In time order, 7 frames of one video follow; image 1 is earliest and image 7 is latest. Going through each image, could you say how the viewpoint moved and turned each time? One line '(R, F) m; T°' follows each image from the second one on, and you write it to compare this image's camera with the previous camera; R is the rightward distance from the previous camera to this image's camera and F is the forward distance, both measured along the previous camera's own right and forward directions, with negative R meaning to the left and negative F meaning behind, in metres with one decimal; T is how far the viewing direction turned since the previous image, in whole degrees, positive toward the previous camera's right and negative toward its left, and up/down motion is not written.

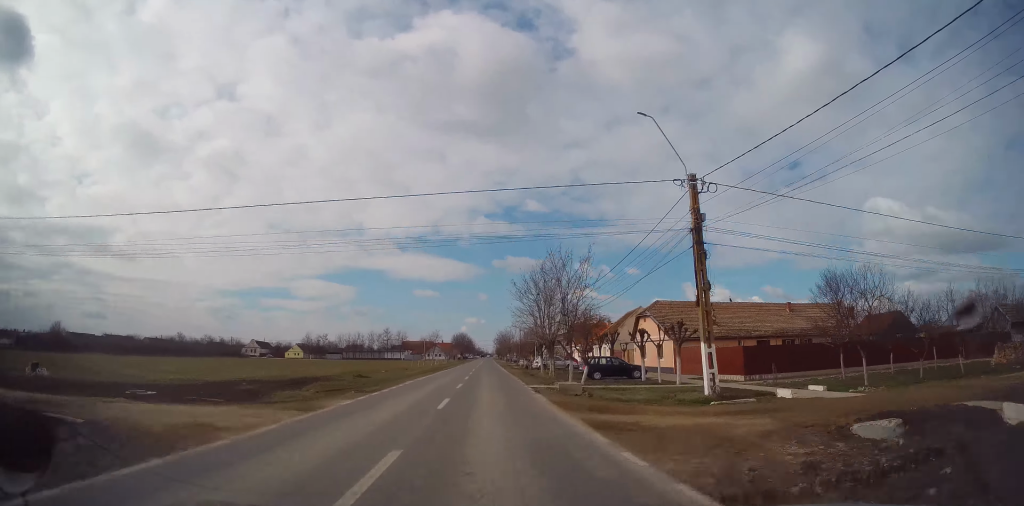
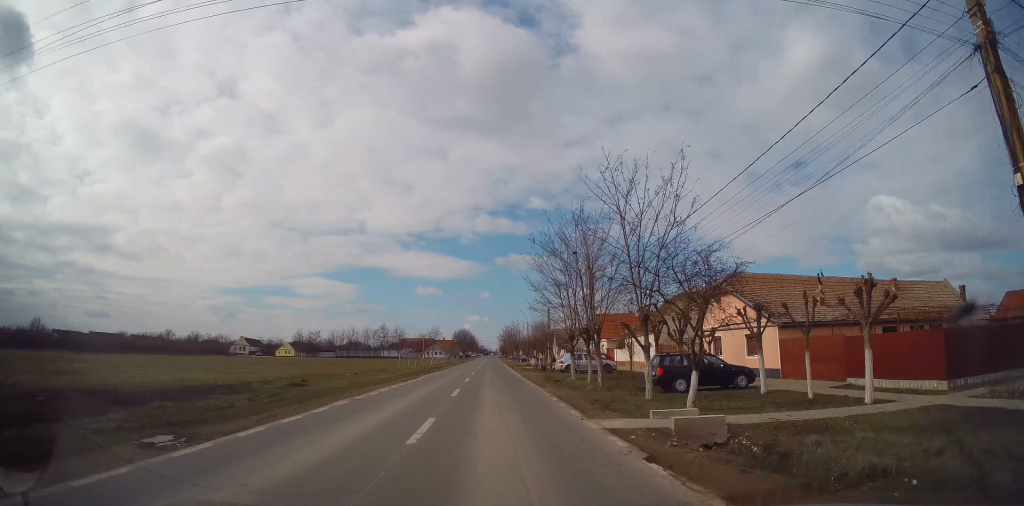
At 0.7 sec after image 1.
(0.0, +14.2) m; 0°
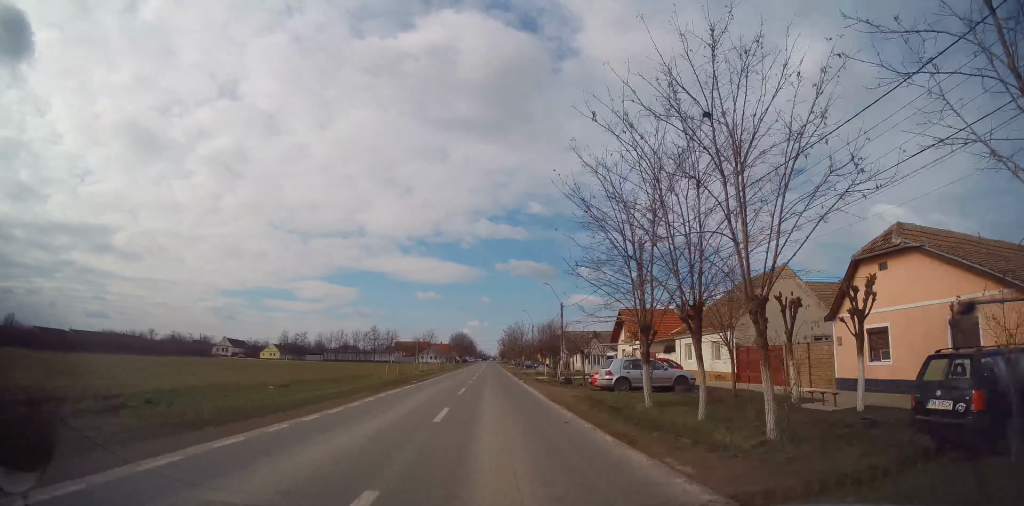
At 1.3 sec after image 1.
(0.0, +14.3) m; +1°
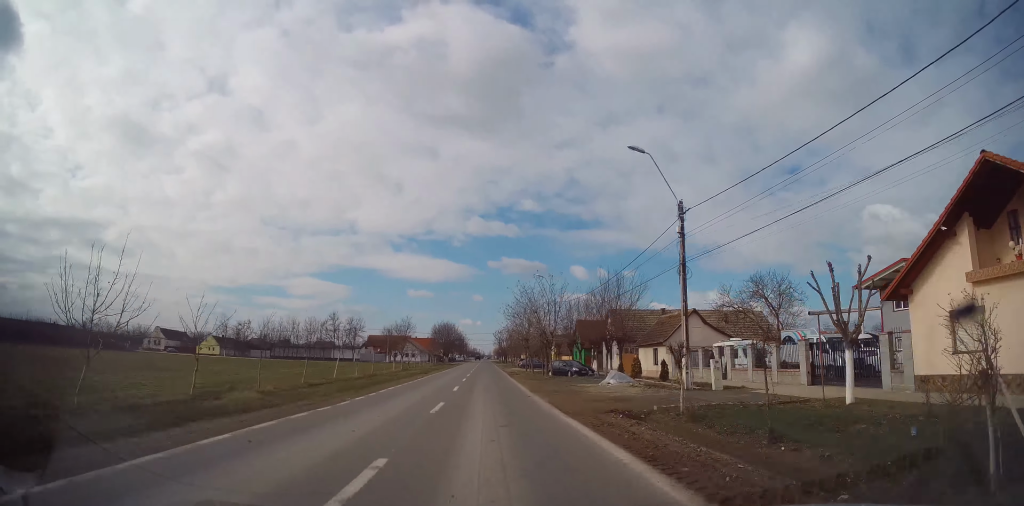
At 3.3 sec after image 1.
(+0.1, +41.9) m; 0°
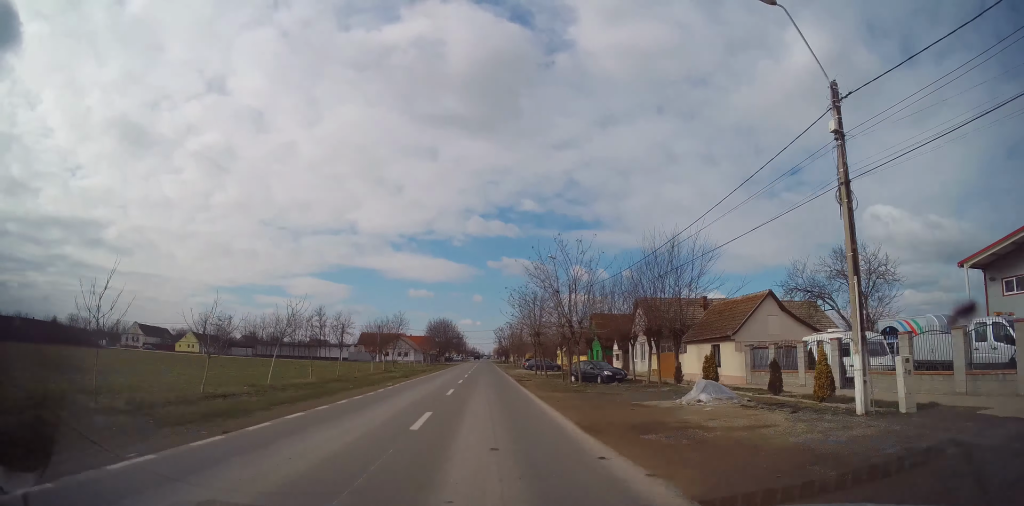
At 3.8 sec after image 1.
(+0.1, +11.6) m; 0°
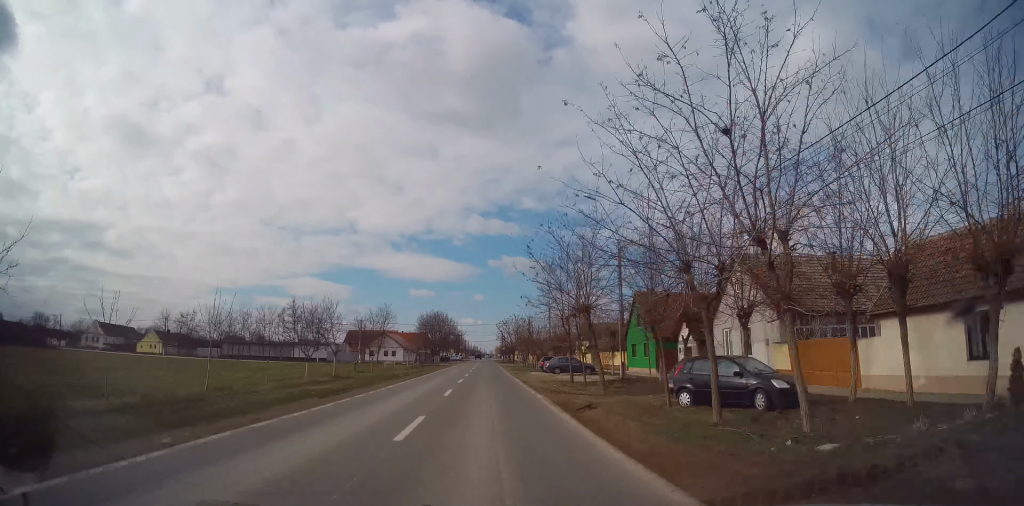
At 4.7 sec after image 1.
(+0.1, +18.8) m; -1°
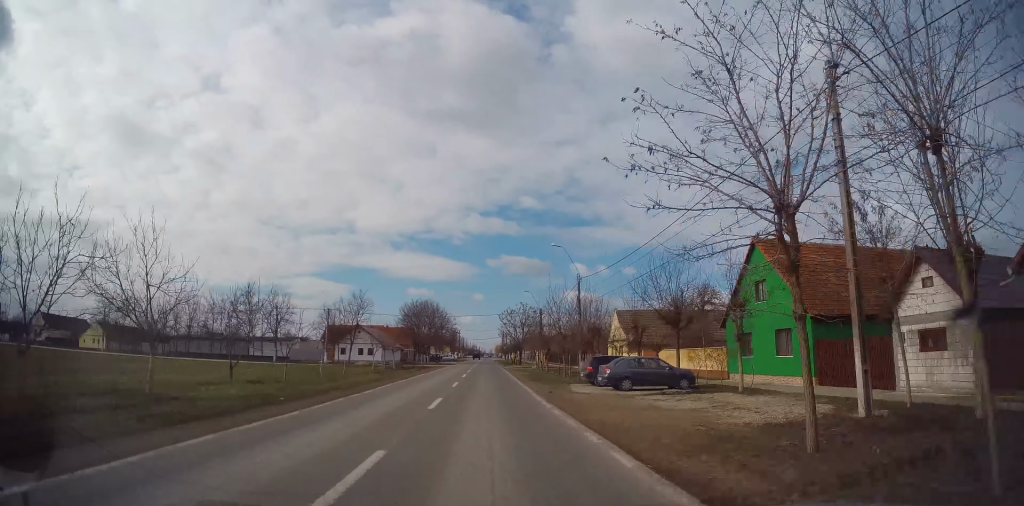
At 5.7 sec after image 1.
(-0.3, +21.5) m; 0°
